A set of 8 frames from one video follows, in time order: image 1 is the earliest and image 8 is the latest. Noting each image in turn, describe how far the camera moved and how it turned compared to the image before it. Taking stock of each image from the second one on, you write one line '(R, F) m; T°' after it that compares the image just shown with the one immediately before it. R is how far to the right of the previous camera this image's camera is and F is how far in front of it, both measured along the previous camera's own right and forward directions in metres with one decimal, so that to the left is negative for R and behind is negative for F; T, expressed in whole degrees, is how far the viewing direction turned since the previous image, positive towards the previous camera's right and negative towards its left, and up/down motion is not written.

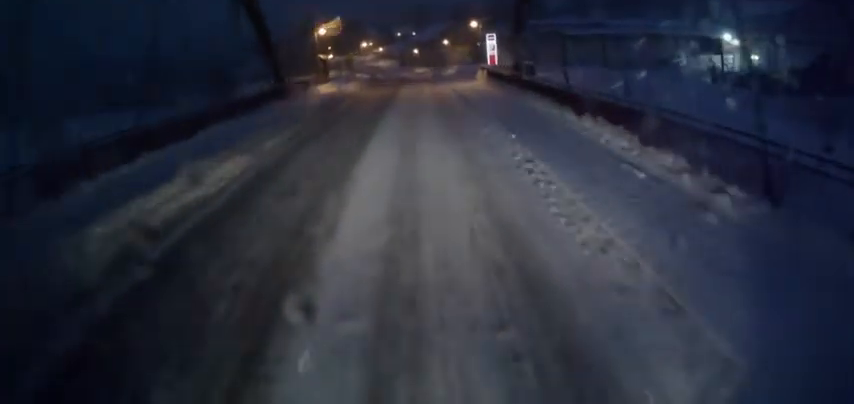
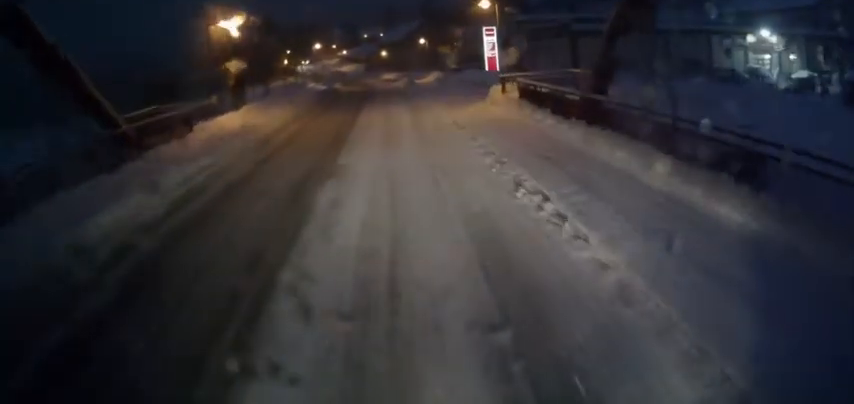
(+0.7, +16.2) m; +7°
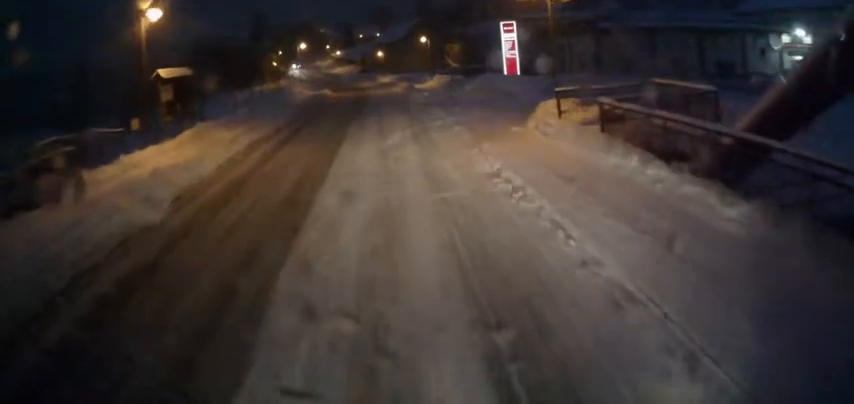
(+0.3, +7.5) m; +3°
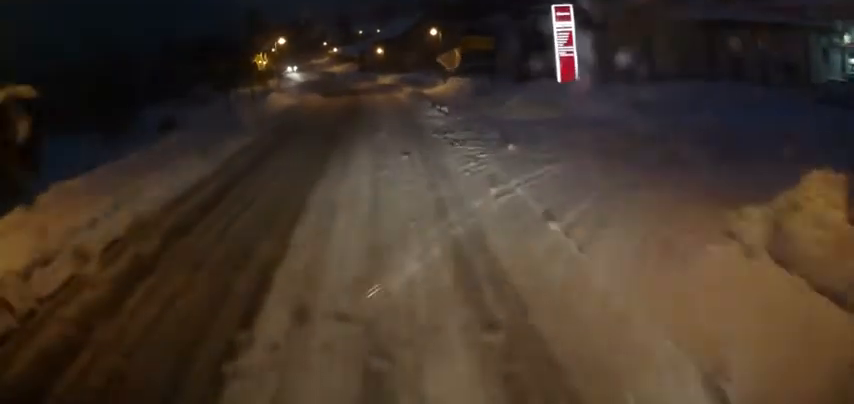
(+0.3, +9.9) m; +1°
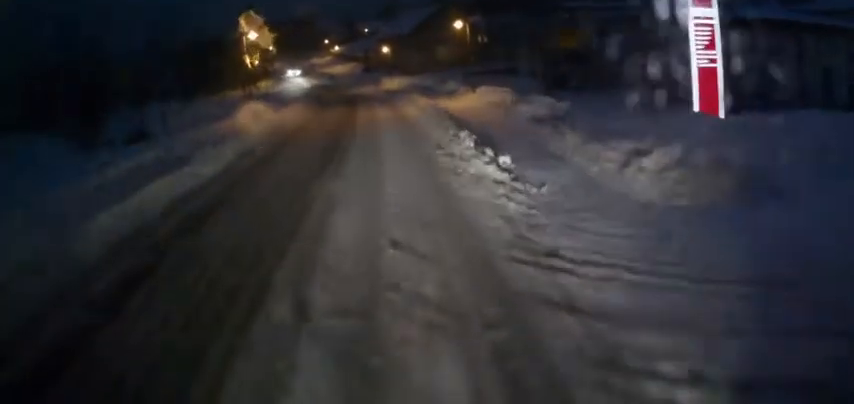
(-0.1, +10.5) m; -3°
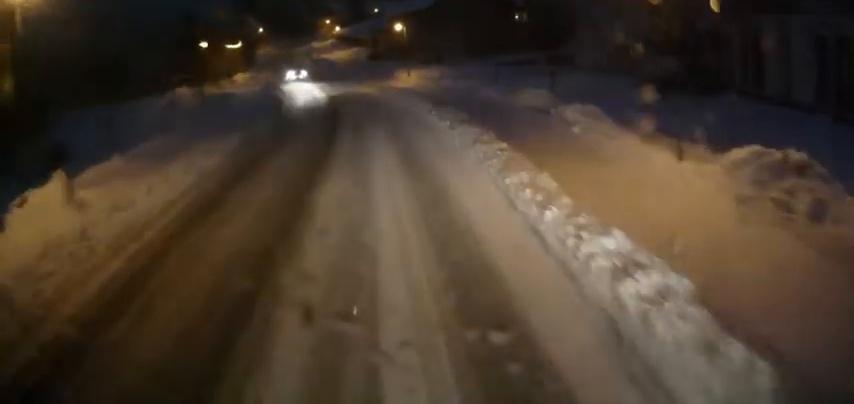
(-0.9, +20.6) m; -3°
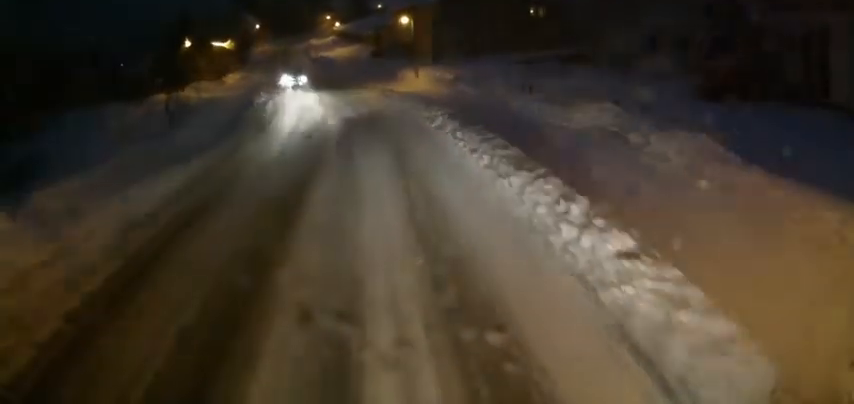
(0.0, +5.7) m; 0°
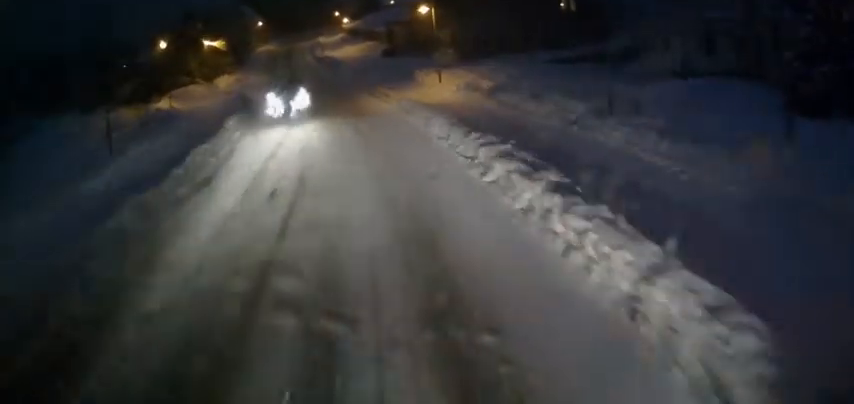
(0.0, +7.5) m; 0°
